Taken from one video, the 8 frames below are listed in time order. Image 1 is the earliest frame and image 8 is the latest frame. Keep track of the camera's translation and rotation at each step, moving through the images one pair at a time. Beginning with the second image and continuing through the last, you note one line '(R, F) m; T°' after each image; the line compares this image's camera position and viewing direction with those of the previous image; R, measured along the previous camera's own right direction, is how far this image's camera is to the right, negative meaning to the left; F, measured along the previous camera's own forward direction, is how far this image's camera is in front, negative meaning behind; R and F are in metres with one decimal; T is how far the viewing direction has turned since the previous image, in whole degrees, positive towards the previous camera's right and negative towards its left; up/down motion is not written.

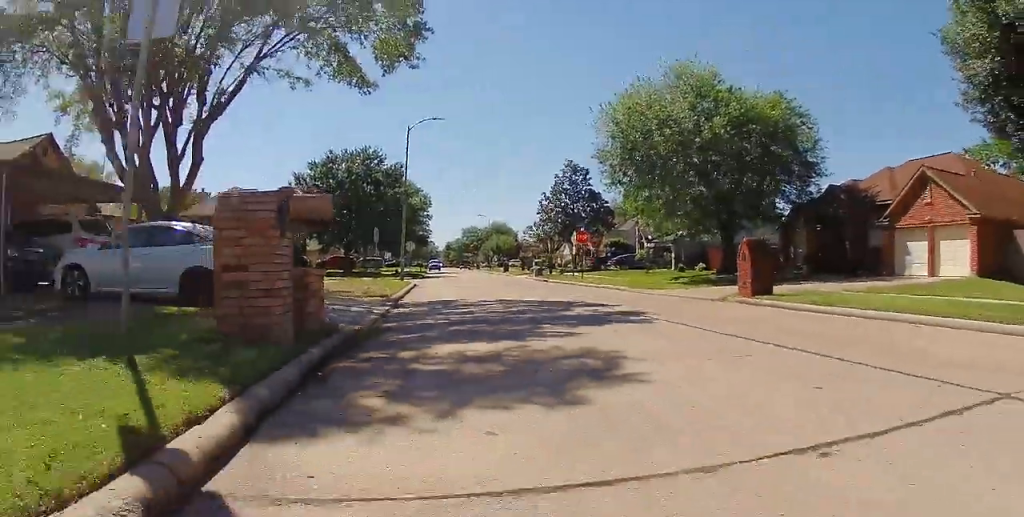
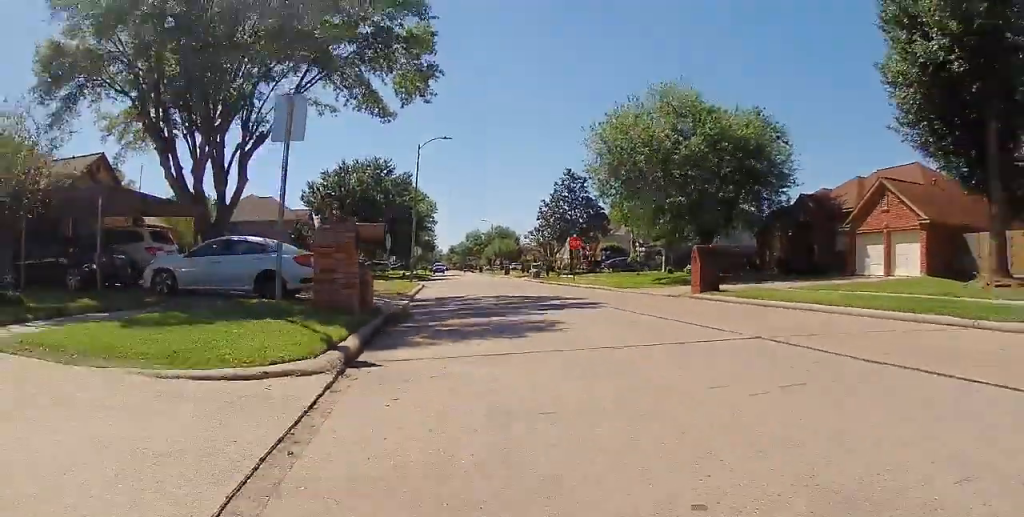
(0.0, +3.4) m; -2°
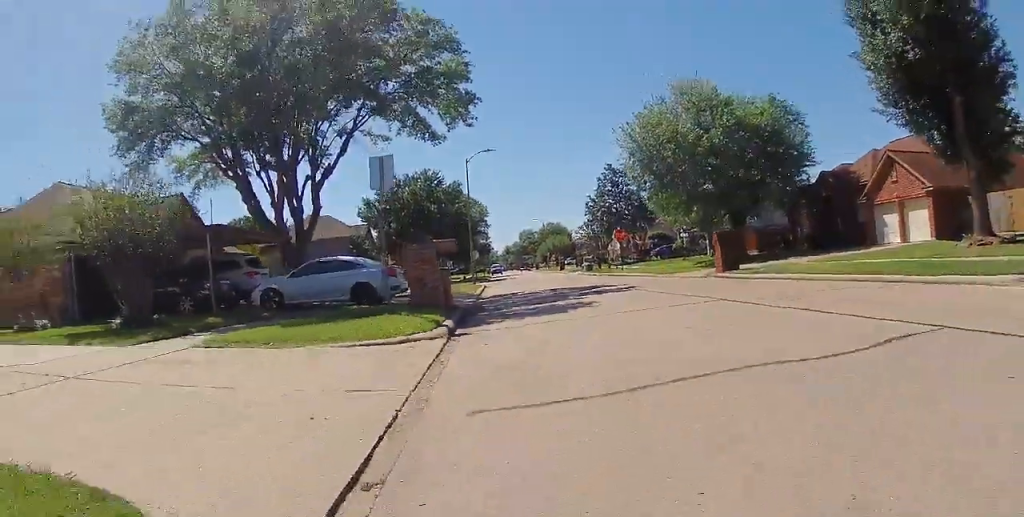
(+0.1, +3.0) m; -6°
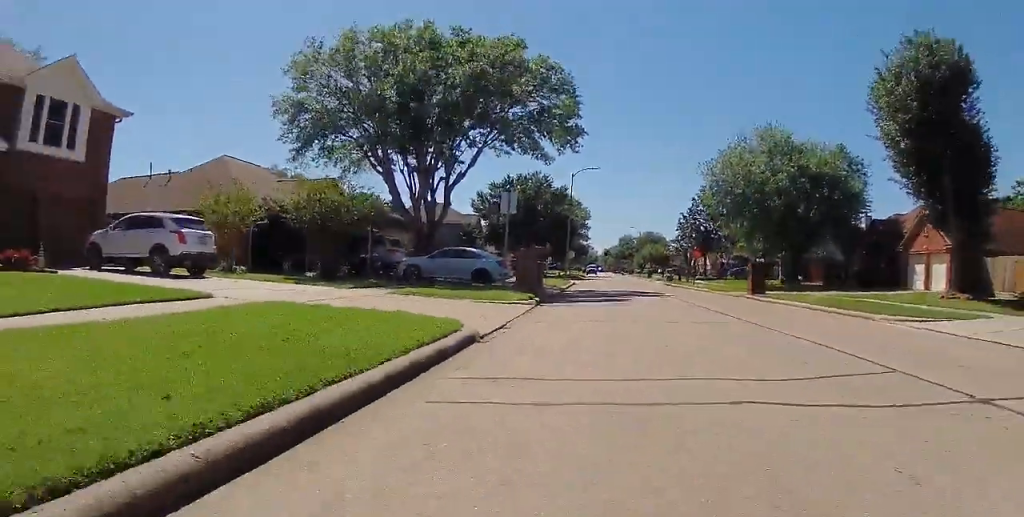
(-0.9, +6.2) m; -7°
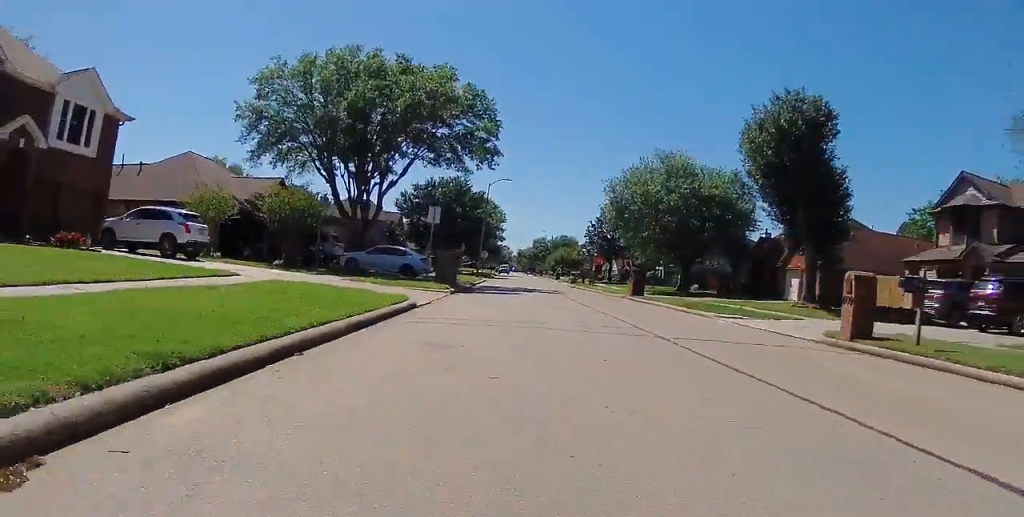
(+0.3, +5.3) m; +12°
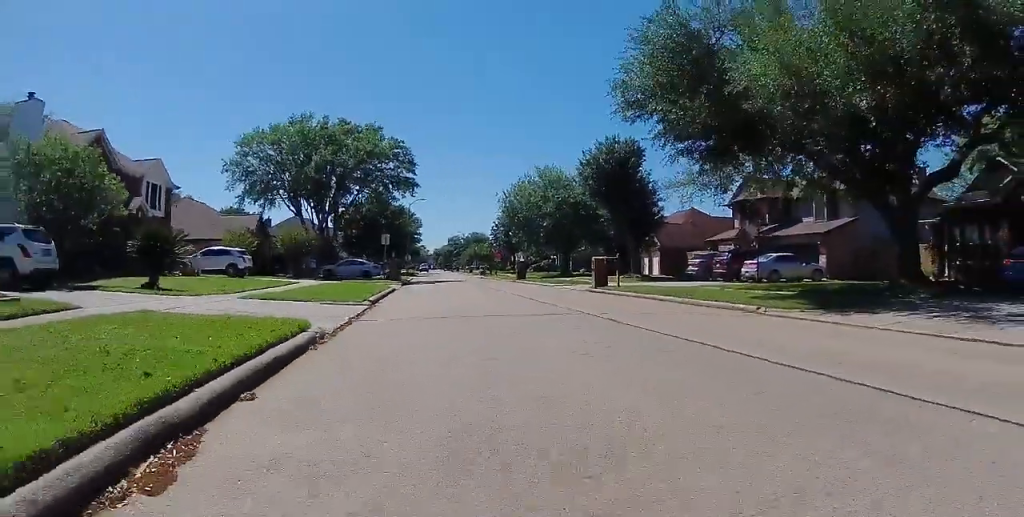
(+1.6, +14.0) m; +4°
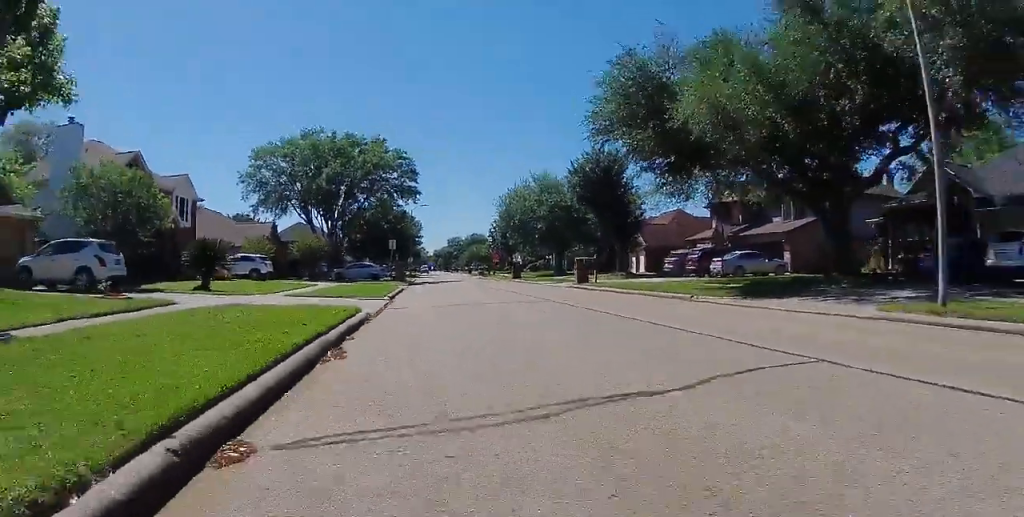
(0.0, +3.7) m; 0°
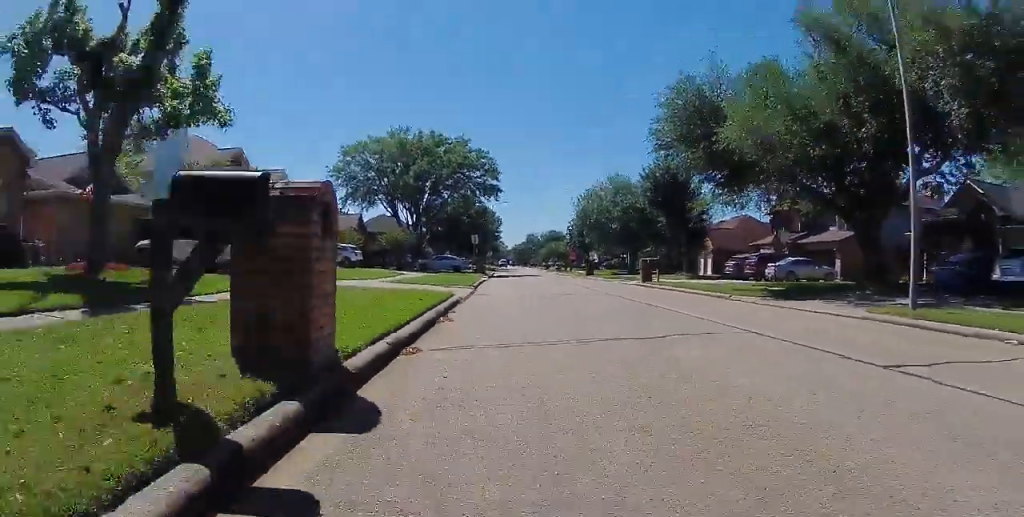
(0.0, +2.8) m; 0°
